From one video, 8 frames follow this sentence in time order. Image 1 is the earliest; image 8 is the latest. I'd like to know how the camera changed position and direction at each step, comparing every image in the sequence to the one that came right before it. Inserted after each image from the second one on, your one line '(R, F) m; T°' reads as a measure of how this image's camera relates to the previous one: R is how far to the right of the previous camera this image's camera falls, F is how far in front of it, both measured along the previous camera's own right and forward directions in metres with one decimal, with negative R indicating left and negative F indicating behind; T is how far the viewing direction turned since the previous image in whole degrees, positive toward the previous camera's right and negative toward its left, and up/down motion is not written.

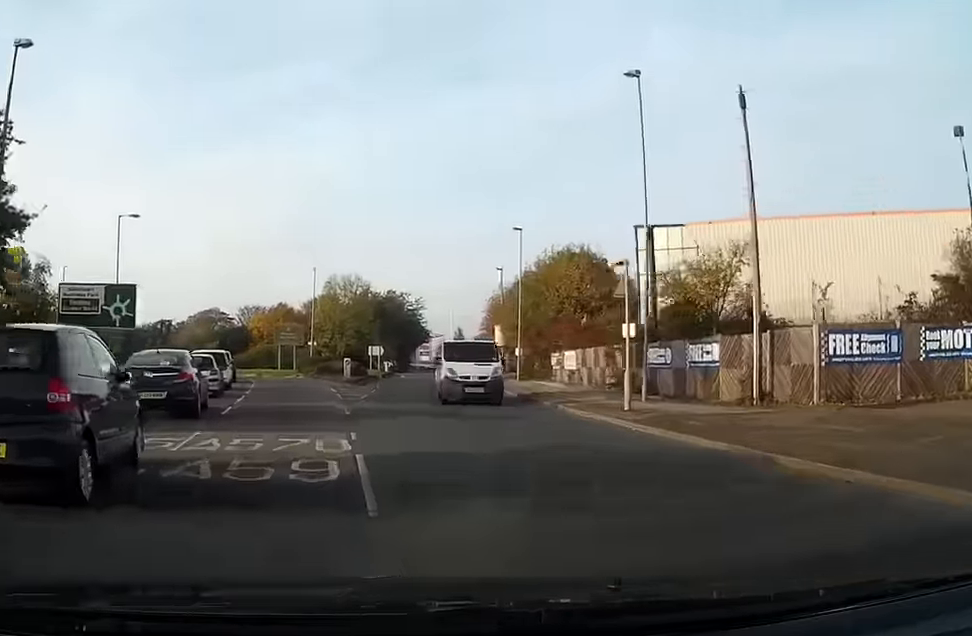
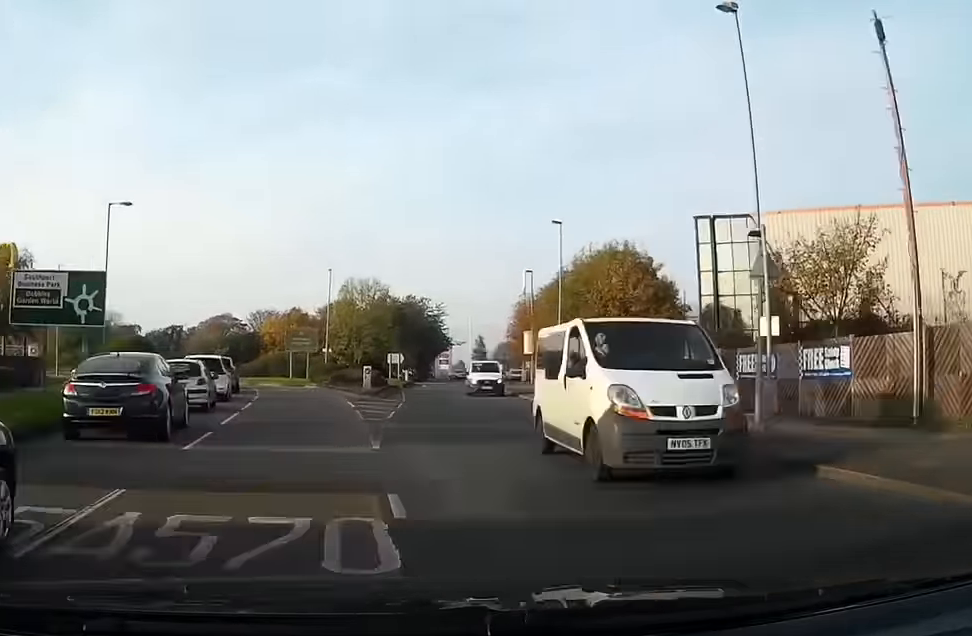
(-0.1, +5.3) m; -3°
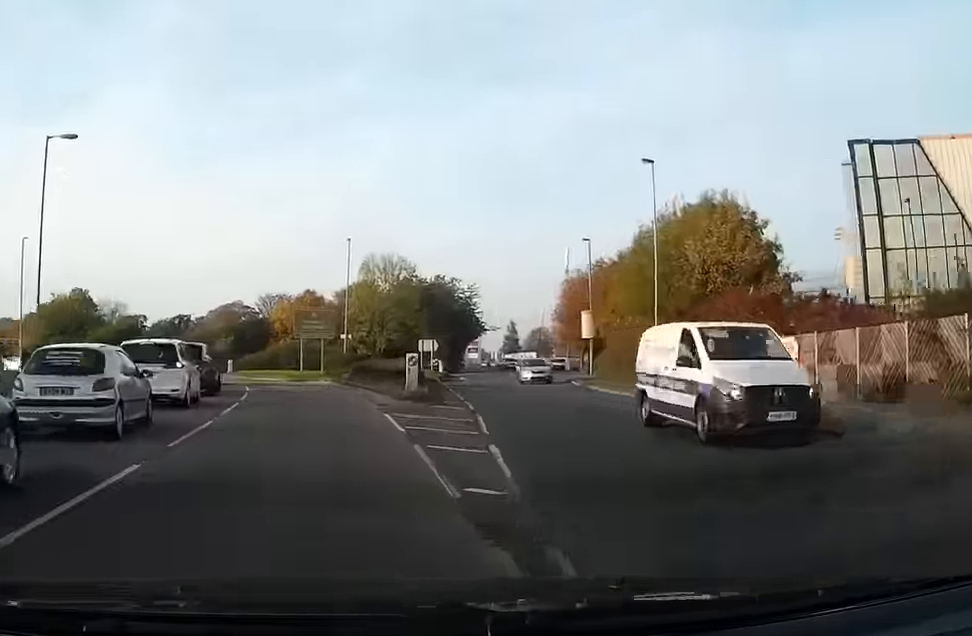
(-0.3, +11.2) m; -1°
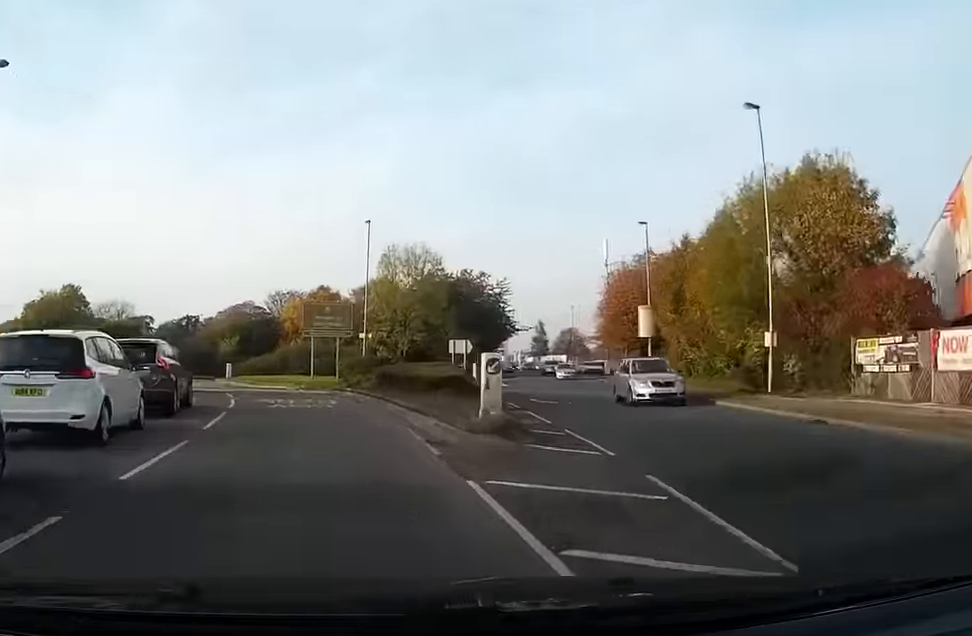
(+0.1, +8.4) m; 0°
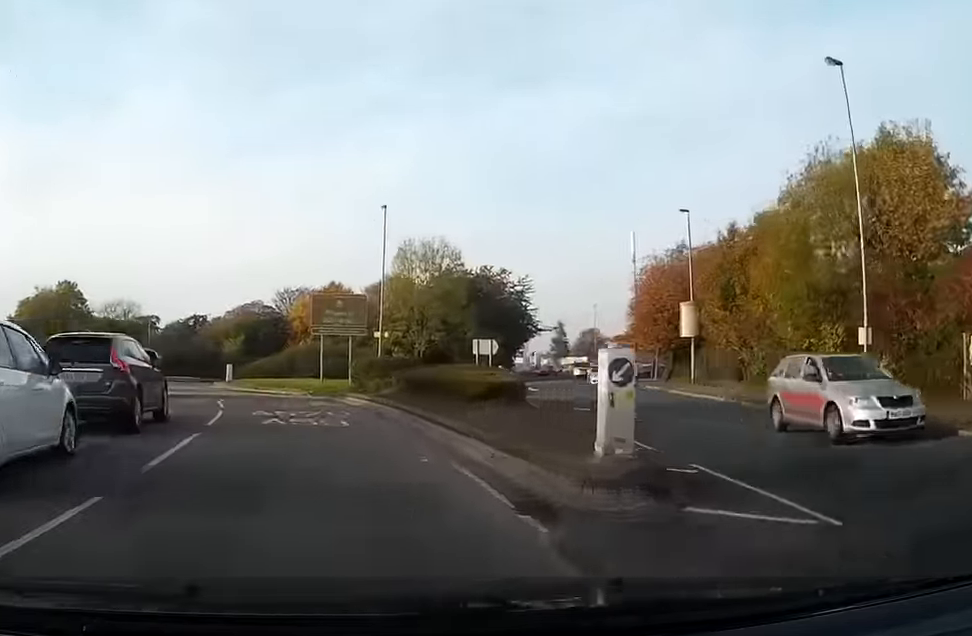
(-0.1, +4.9) m; -1°
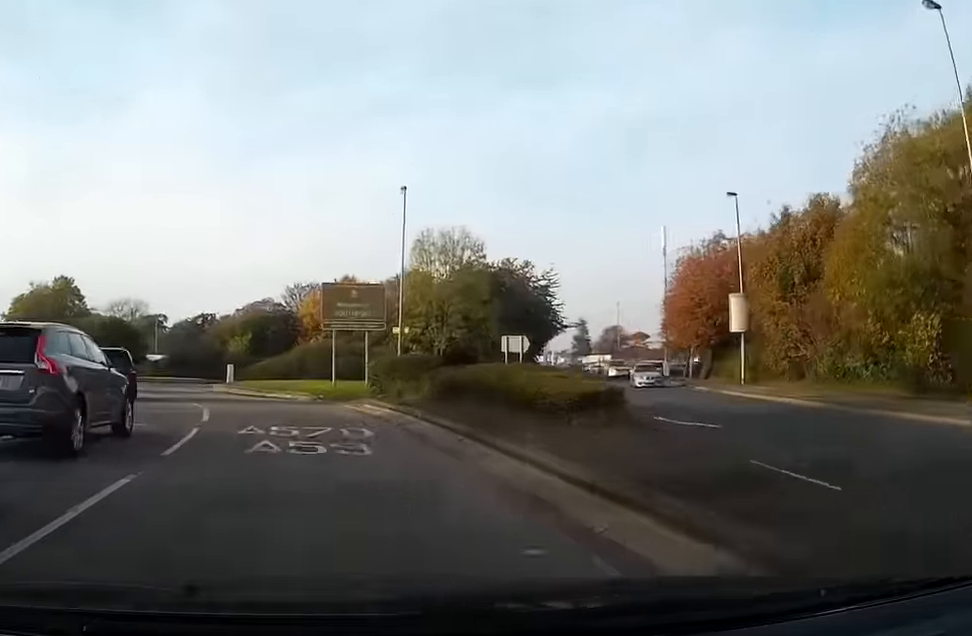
(0.0, +4.9) m; -1°
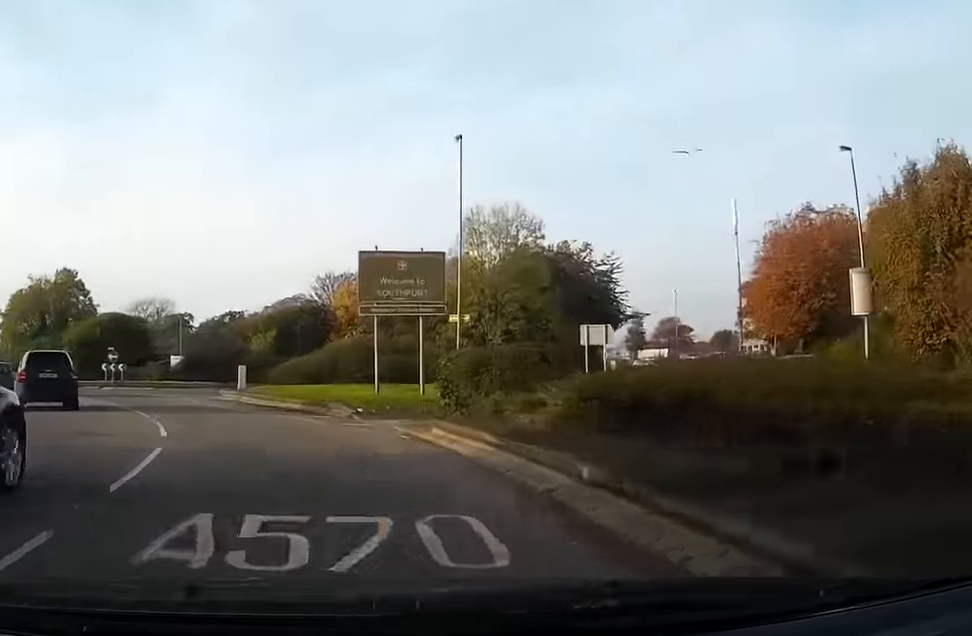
(-0.1, +8.6) m; -3°
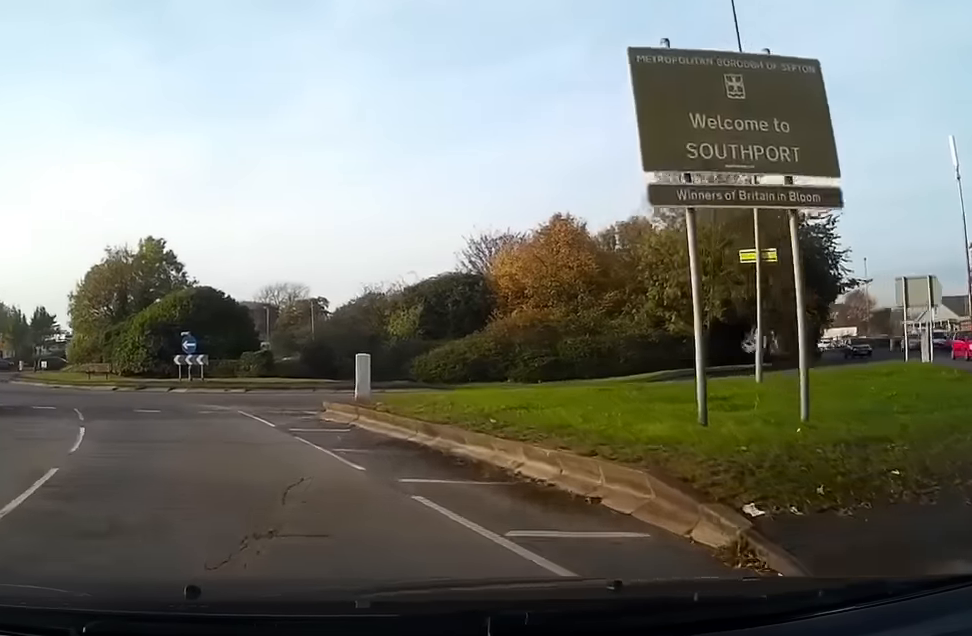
(-1.1, +14.3) m; -10°
